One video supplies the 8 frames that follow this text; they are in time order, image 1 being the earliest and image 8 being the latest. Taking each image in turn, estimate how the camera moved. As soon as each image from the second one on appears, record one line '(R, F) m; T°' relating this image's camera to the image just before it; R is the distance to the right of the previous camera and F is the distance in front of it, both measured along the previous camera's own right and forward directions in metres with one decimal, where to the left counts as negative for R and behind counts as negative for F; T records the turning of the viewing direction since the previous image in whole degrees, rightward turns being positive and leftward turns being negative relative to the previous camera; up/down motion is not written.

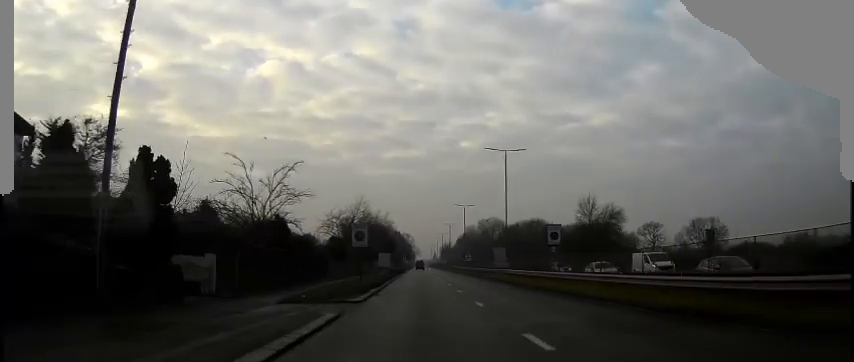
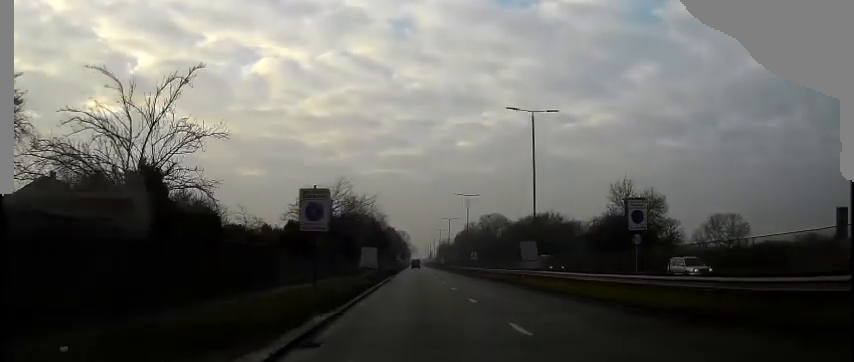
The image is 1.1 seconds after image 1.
(+0.1, +16.9) m; 0°
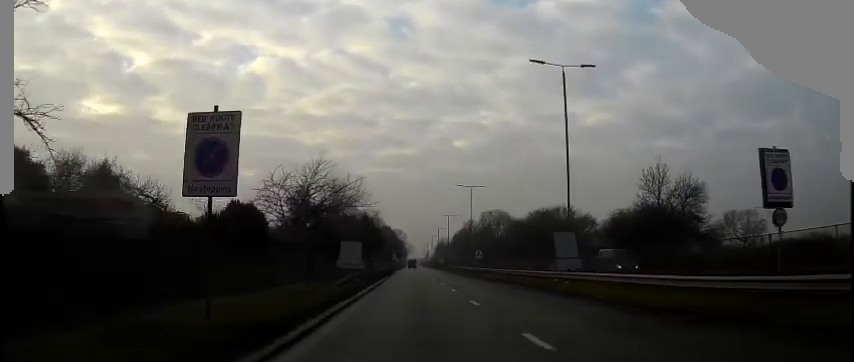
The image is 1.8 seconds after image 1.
(-0.1, +11.4) m; 0°
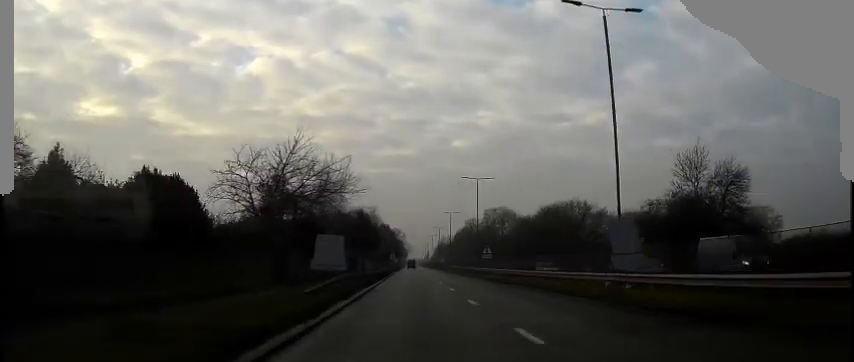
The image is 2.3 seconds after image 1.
(0.0, +8.9) m; 0°
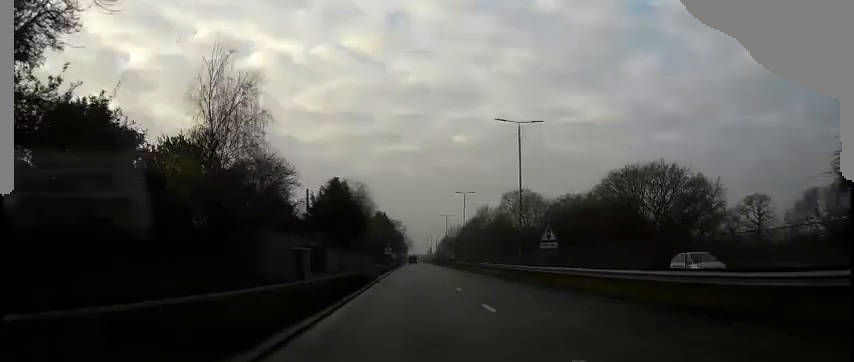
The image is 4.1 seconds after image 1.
(+0.1, +31.3) m; 0°
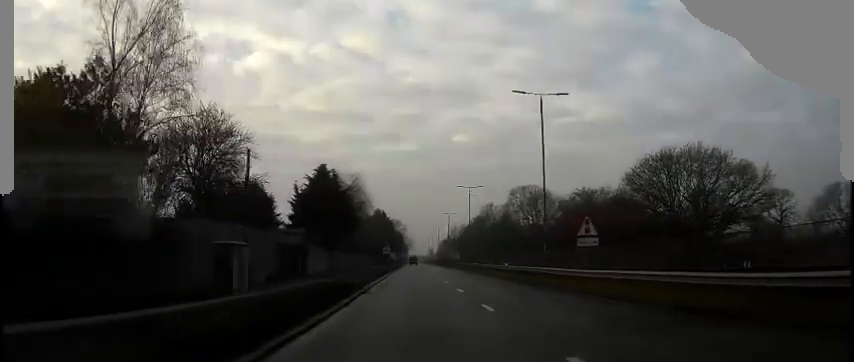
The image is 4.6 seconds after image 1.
(+0.1, +9.0) m; 0°
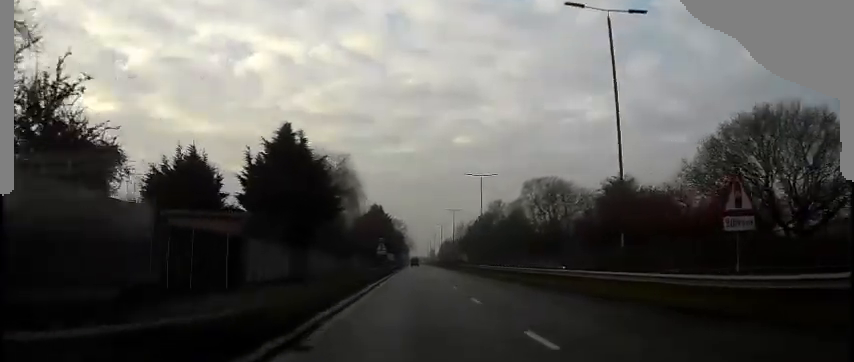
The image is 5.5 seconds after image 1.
(0.0, +16.3) m; 0°
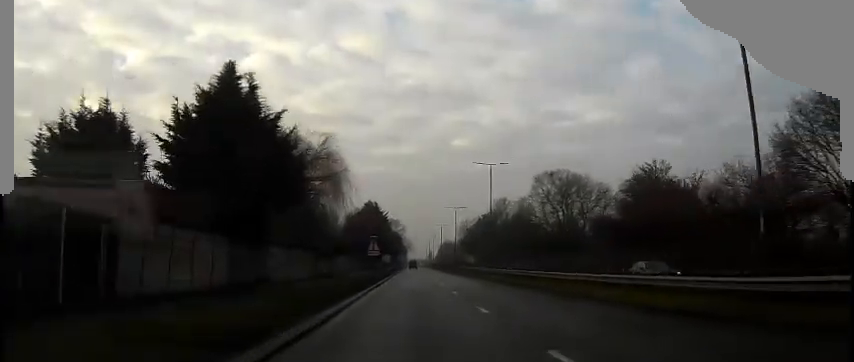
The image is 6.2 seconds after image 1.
(-0.1, +11.5) m; 0°
